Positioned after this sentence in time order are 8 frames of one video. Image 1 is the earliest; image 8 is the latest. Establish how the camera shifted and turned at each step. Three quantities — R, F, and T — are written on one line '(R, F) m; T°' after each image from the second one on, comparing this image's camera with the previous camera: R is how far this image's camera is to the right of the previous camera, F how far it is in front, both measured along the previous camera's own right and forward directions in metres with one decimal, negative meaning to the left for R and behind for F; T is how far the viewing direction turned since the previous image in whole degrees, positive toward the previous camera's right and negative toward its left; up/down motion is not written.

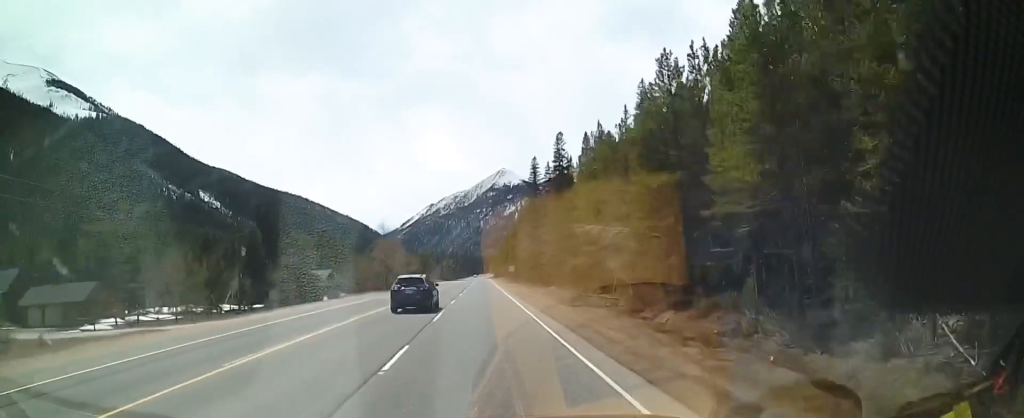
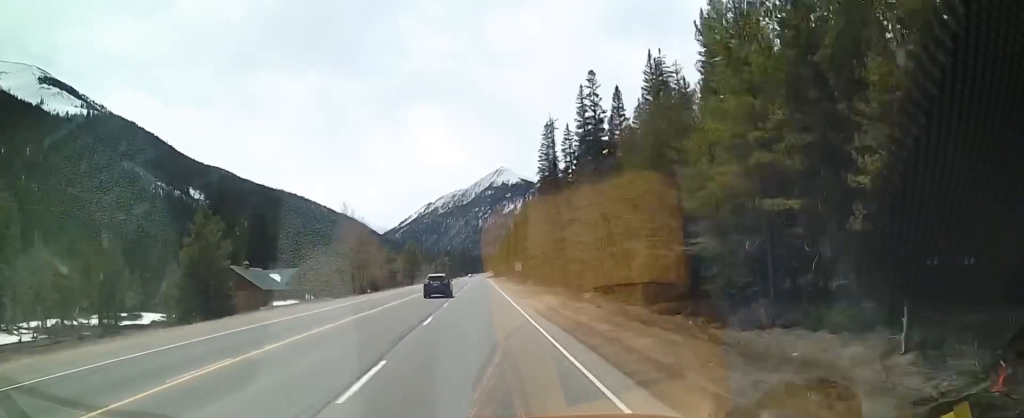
(+0.9, +26.1) m; +1°
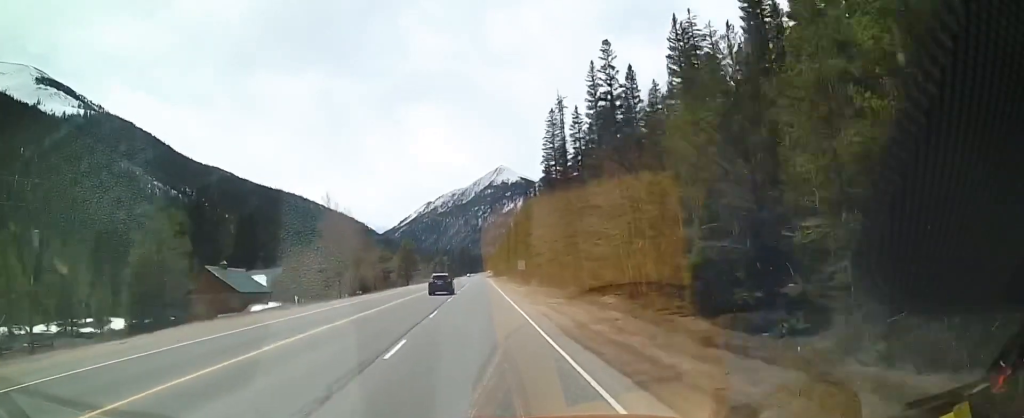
(0.0, +7.9) m; -1°
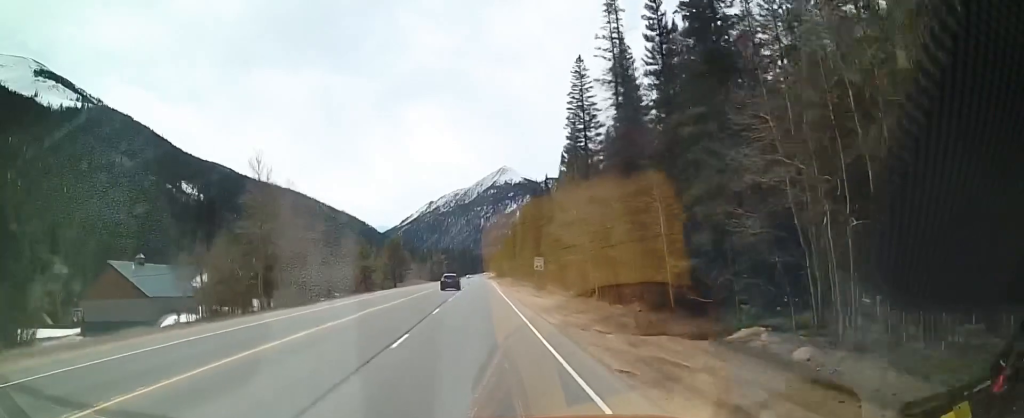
(-0.6, +21.8) m; -1°
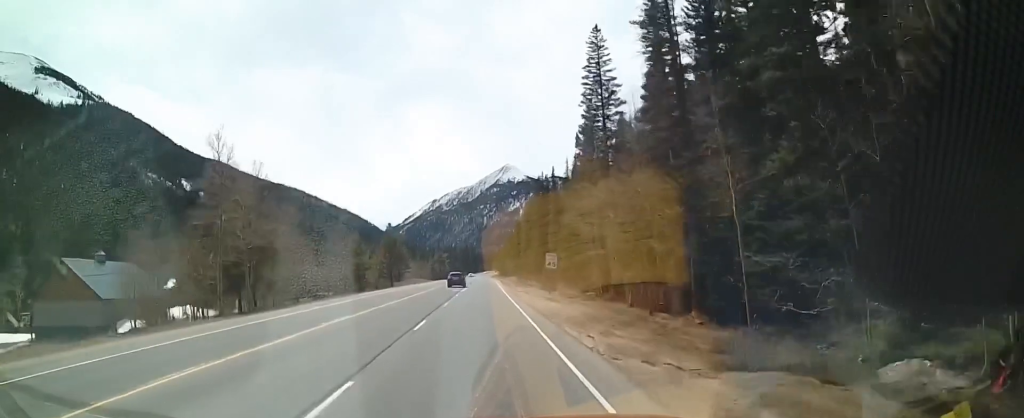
(+0.1, +7.8) m; 0°
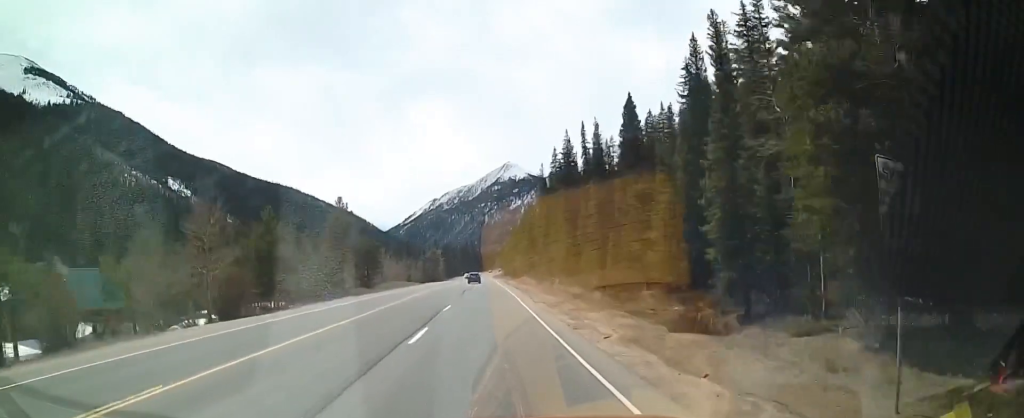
(-0.9, +38.9) m; -1°
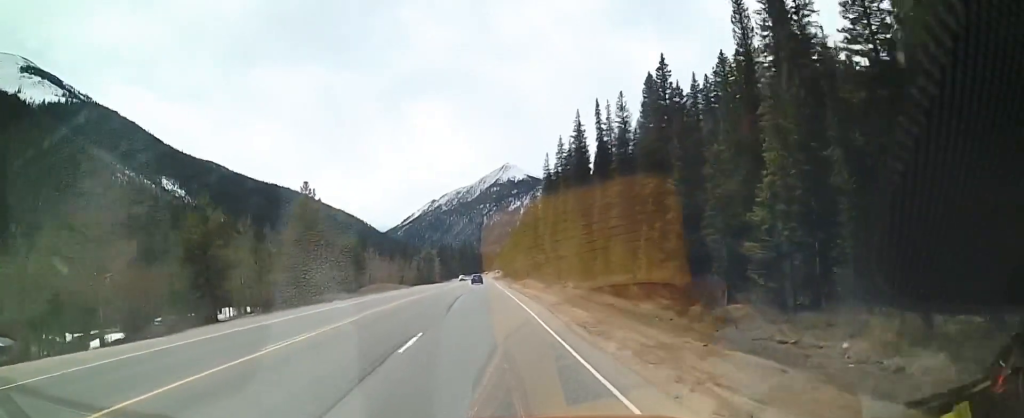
(+0.3, +13.3) m; +1°
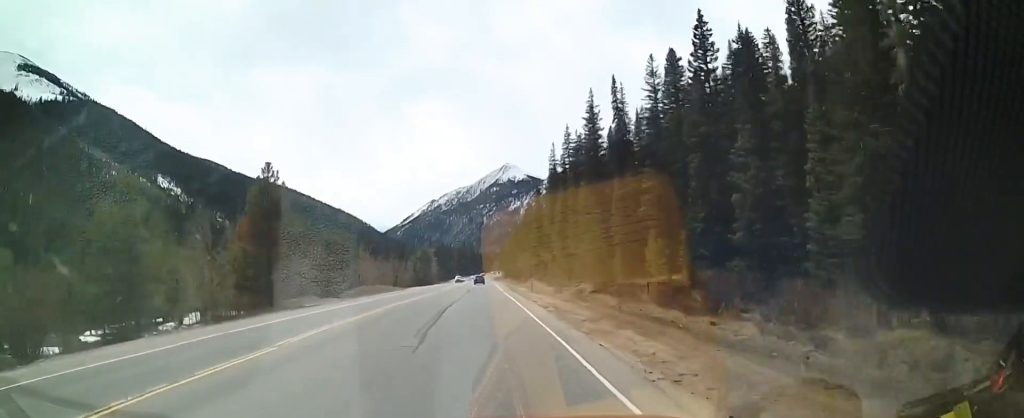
(0.0, +10.5) m; 0°
